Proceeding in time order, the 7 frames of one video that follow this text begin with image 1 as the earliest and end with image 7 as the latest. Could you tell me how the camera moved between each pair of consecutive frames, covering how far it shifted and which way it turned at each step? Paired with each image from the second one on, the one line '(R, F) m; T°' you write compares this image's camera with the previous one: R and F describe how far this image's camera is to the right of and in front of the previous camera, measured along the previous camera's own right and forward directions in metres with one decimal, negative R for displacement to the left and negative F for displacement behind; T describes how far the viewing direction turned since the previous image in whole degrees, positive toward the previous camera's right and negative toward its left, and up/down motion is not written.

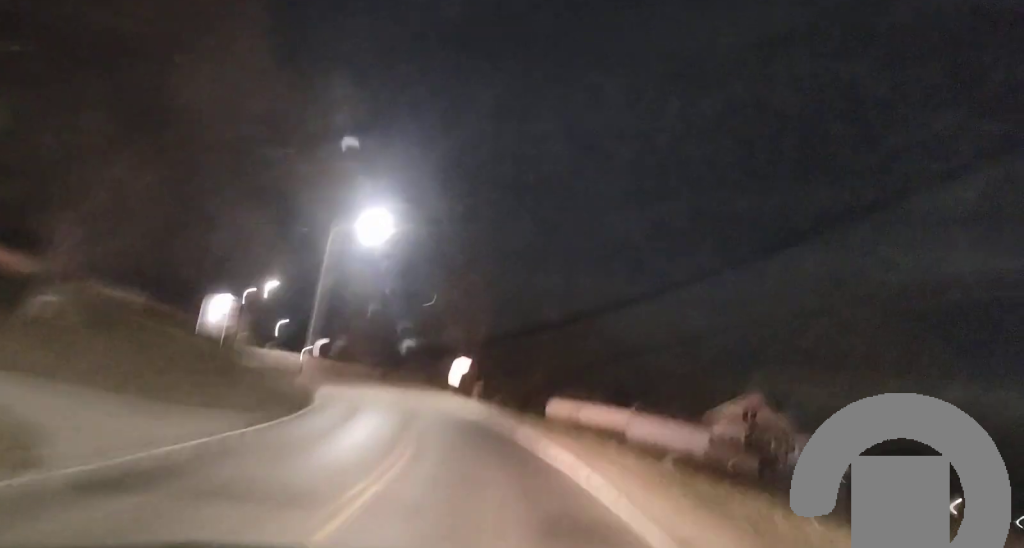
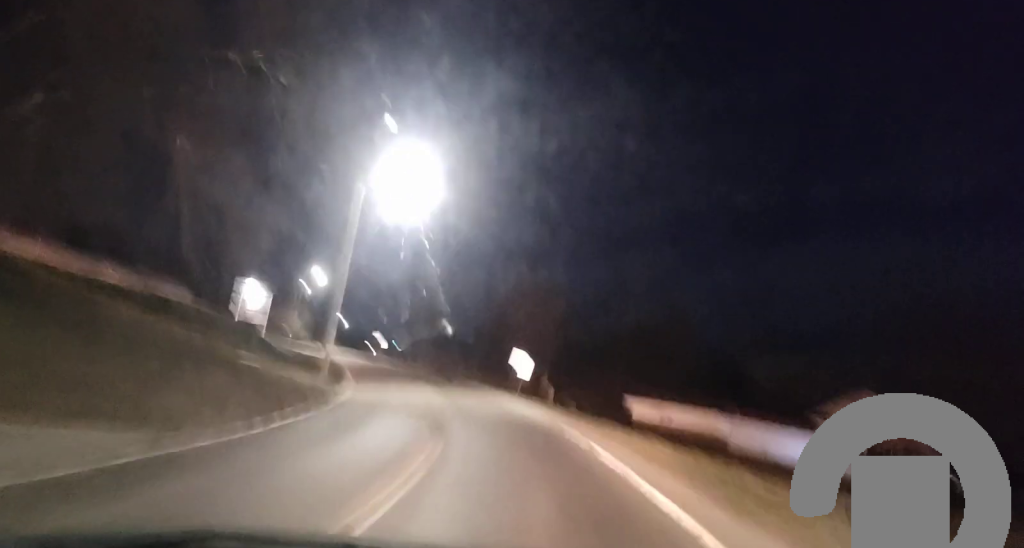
(-0.4, +9.3) m; -3°
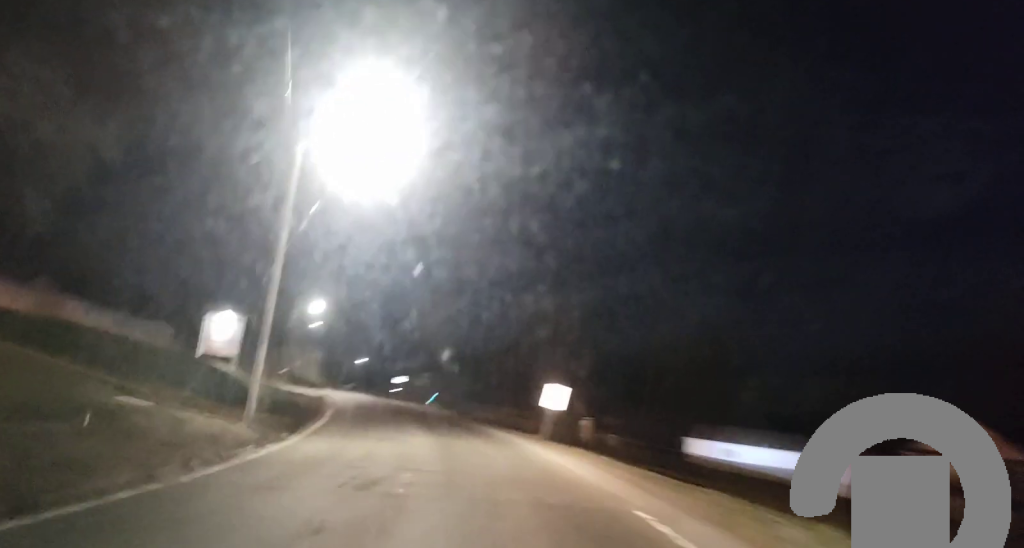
(-0.2, +11.5) m; -3°
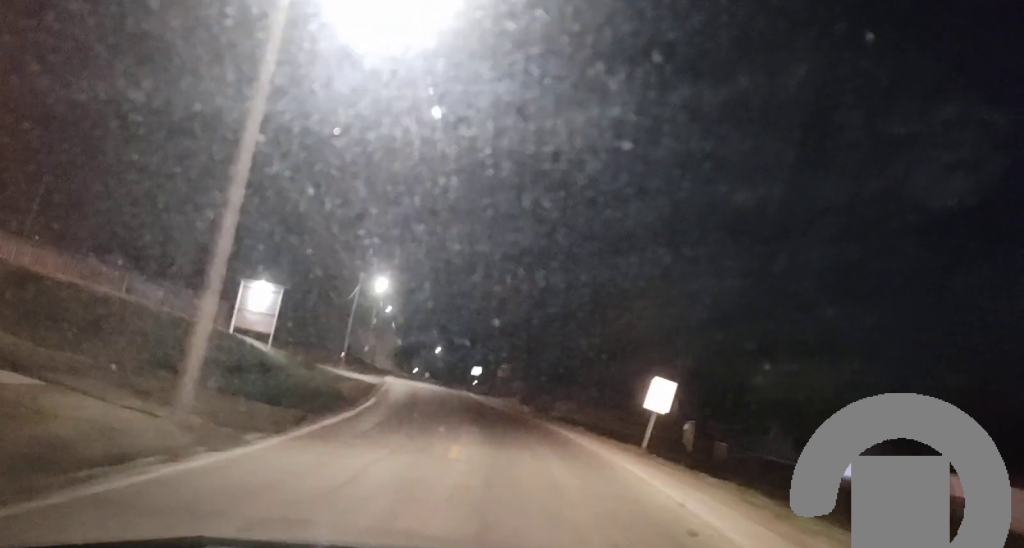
(-0.3, +8.7) m; -4°
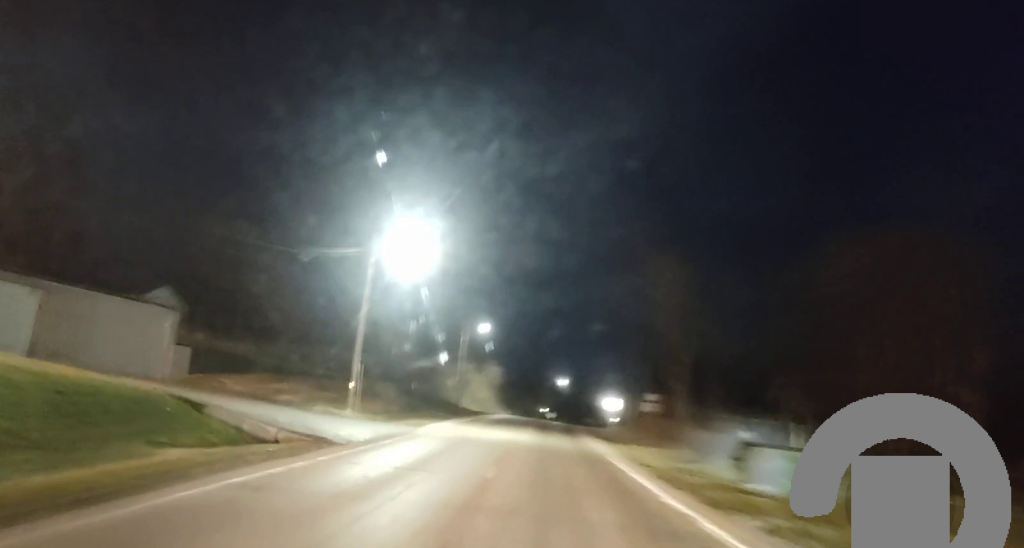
(-4.5, +36.2) m; -10°
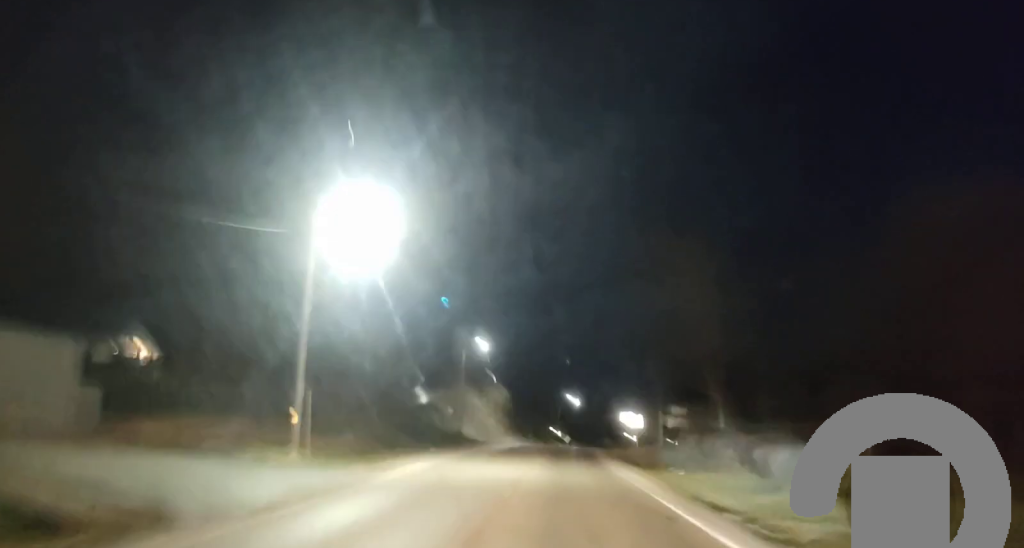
(0.0, +10.3) m; 0°
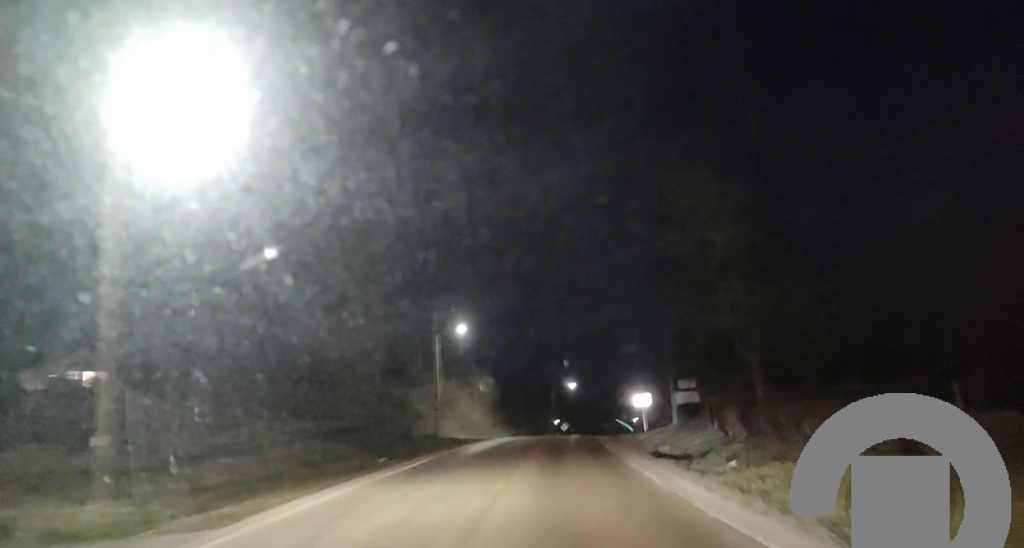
(-0.1, +12.5) m; -1°
